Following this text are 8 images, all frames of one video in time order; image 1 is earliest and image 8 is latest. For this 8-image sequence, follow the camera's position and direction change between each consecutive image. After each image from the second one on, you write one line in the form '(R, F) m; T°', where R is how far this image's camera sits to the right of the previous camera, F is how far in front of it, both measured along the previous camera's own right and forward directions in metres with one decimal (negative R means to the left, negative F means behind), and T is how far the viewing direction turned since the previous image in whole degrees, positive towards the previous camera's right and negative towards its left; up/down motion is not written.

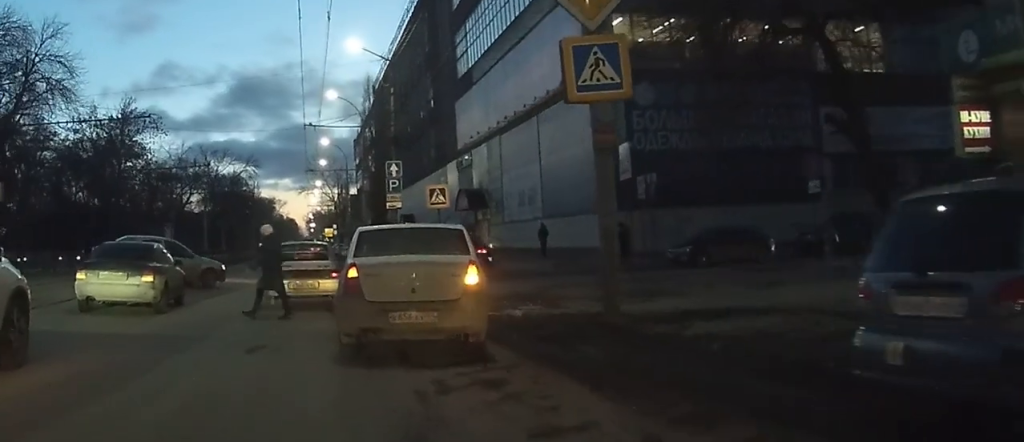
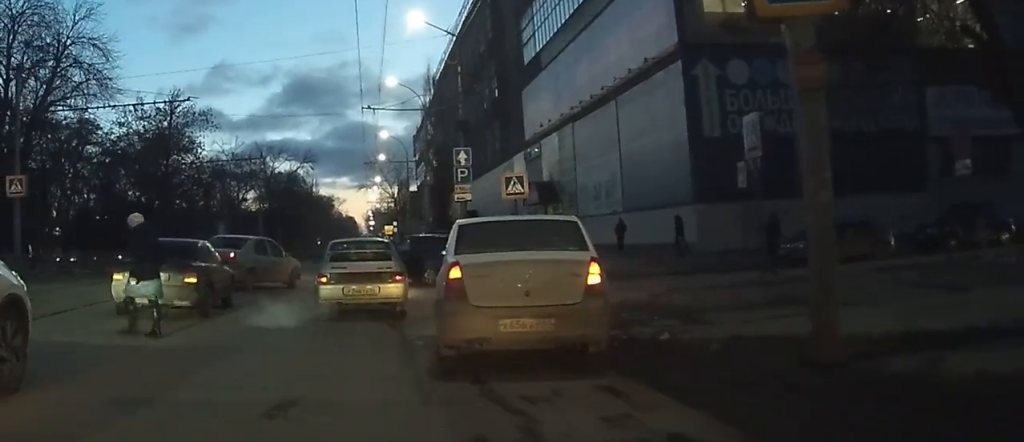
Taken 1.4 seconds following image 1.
(-0.4, +3.9) m; -6°
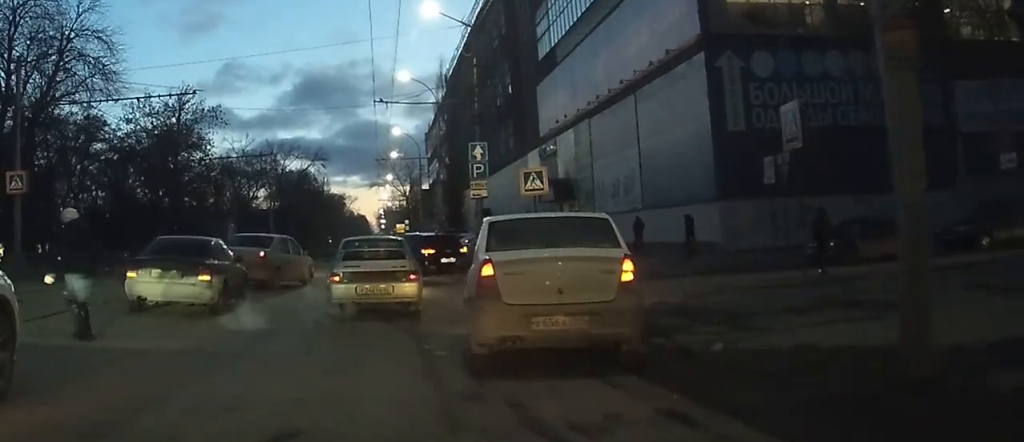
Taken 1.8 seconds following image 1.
(0.0, +1.1) m; +1°
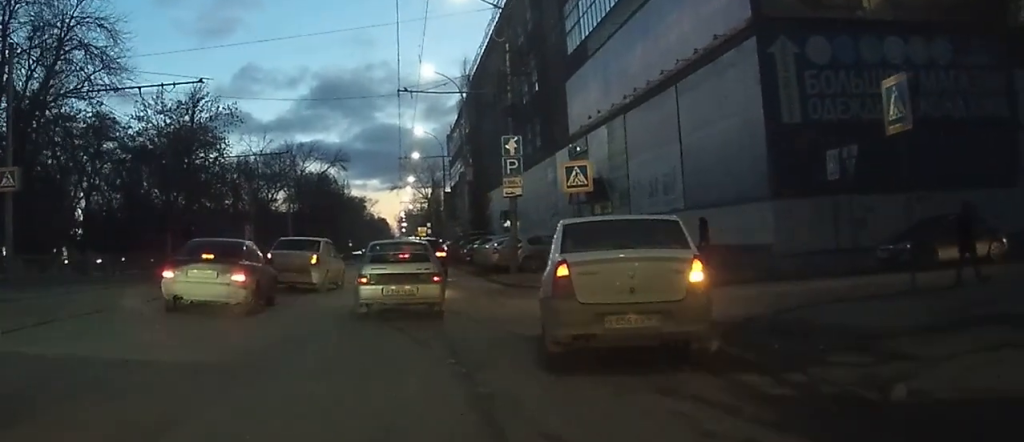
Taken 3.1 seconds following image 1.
(+0.1, +2.7) m; -8°
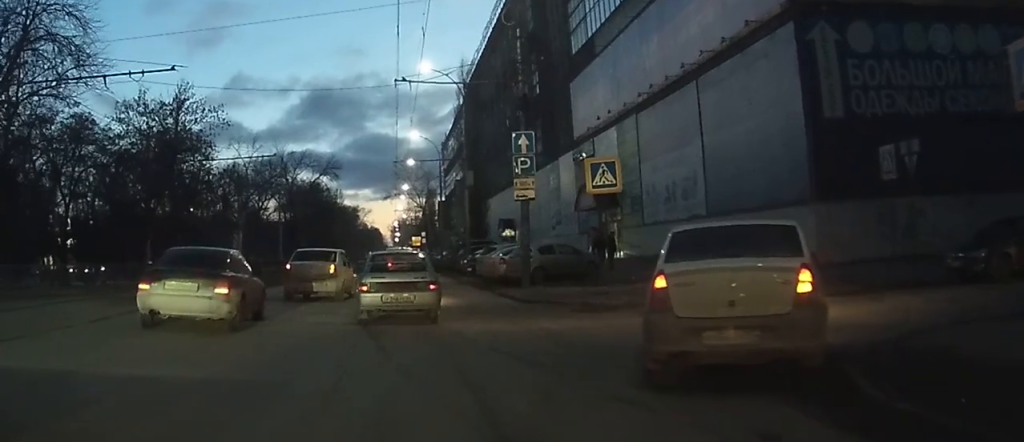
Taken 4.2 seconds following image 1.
(-0.5, +2.5) m; -10°
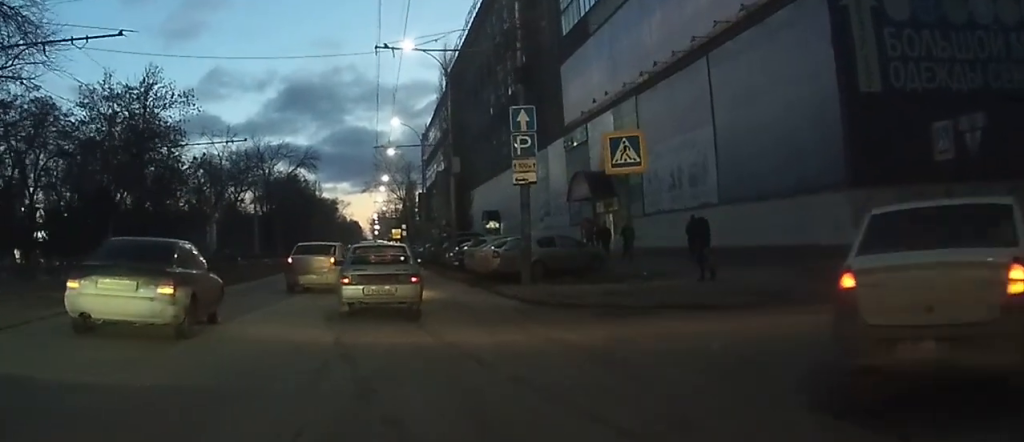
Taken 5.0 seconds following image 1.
(0.0, +2.2) m; +7°
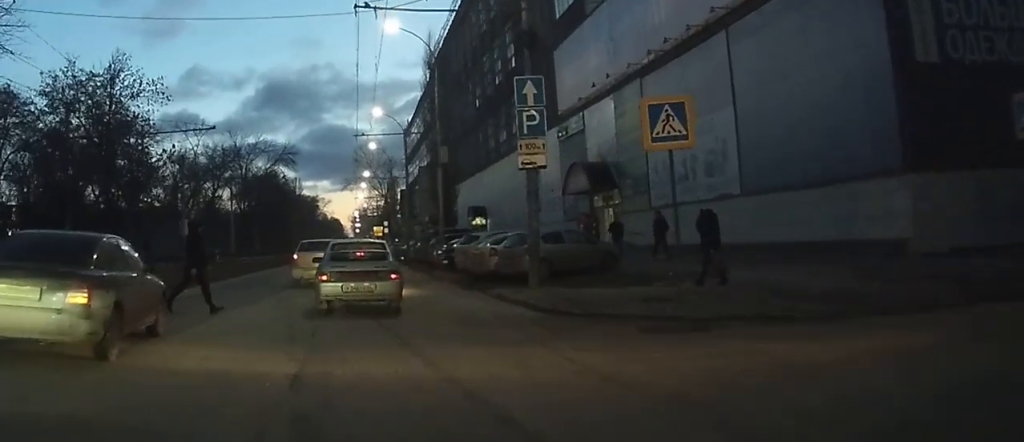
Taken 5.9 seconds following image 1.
(+0.3, +2.6) m; +6°
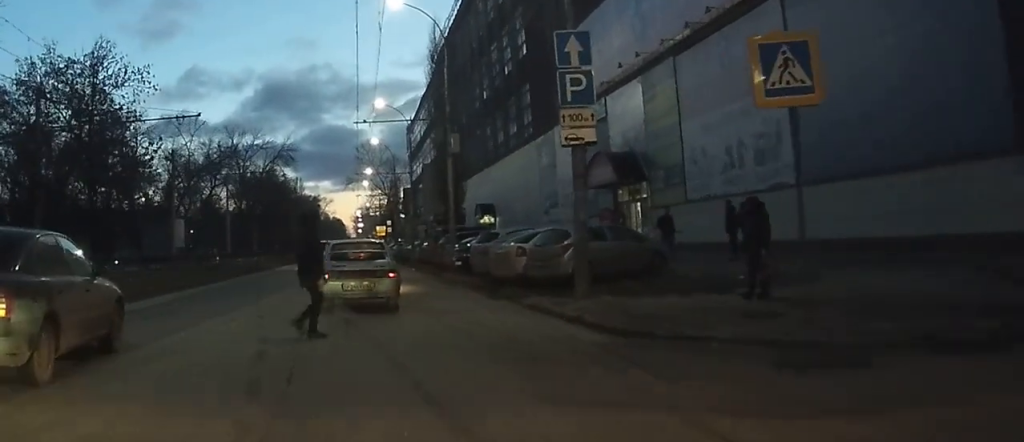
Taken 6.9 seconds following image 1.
(+0.1, +3.6) m; +3°
